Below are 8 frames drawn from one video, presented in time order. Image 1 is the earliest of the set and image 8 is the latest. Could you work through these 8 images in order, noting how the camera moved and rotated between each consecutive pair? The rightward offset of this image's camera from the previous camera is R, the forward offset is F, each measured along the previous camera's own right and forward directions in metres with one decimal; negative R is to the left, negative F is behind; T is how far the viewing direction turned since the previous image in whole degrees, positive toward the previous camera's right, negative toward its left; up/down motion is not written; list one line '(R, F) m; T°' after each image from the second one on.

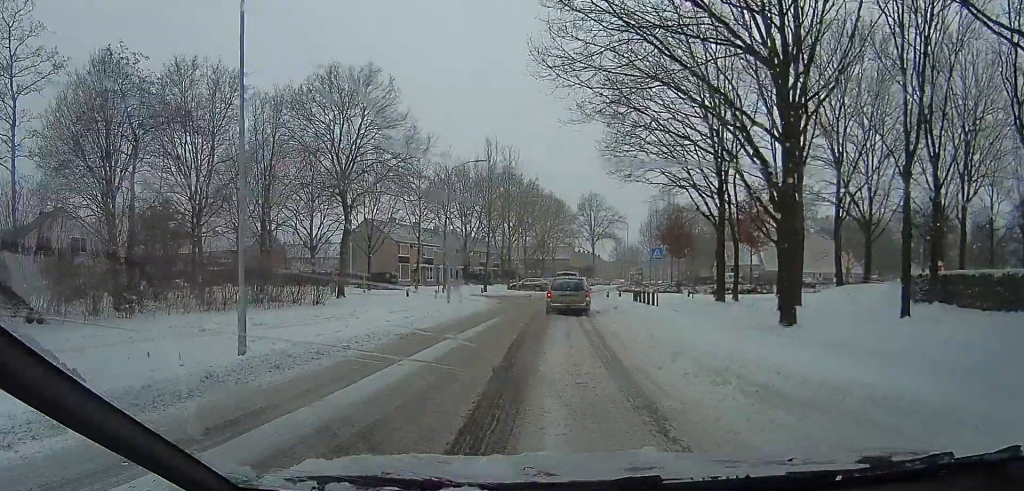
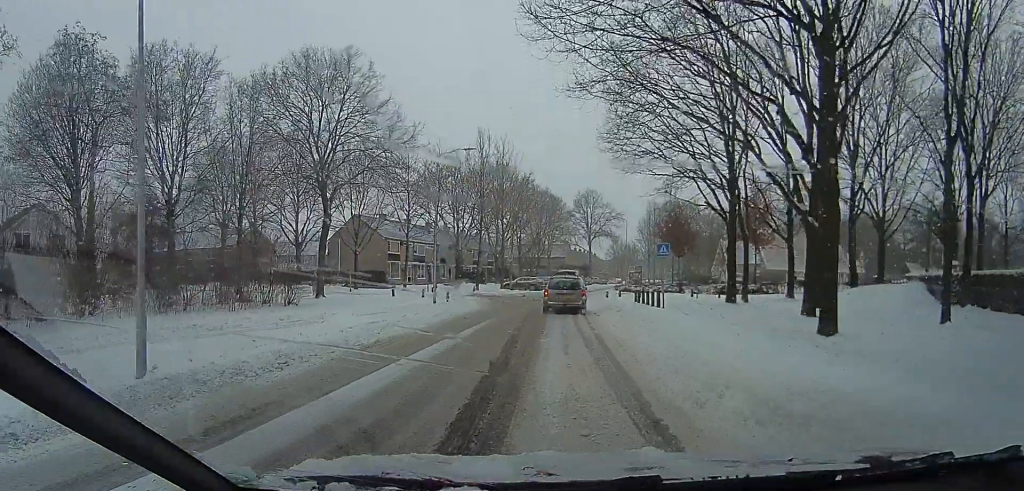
(0.0, +2.5) m; 0°
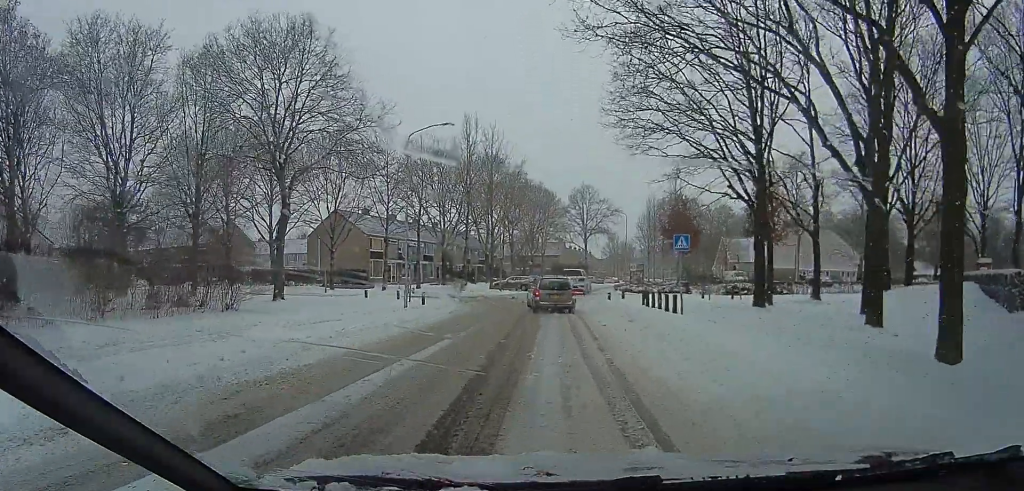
(0.0, +4.4) m; 0°
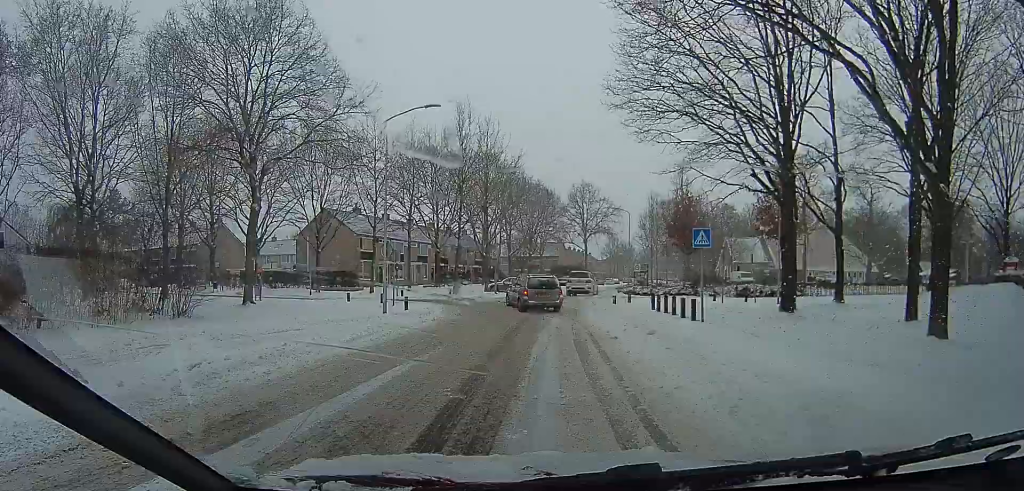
(0.0, +2.8) m; 0°
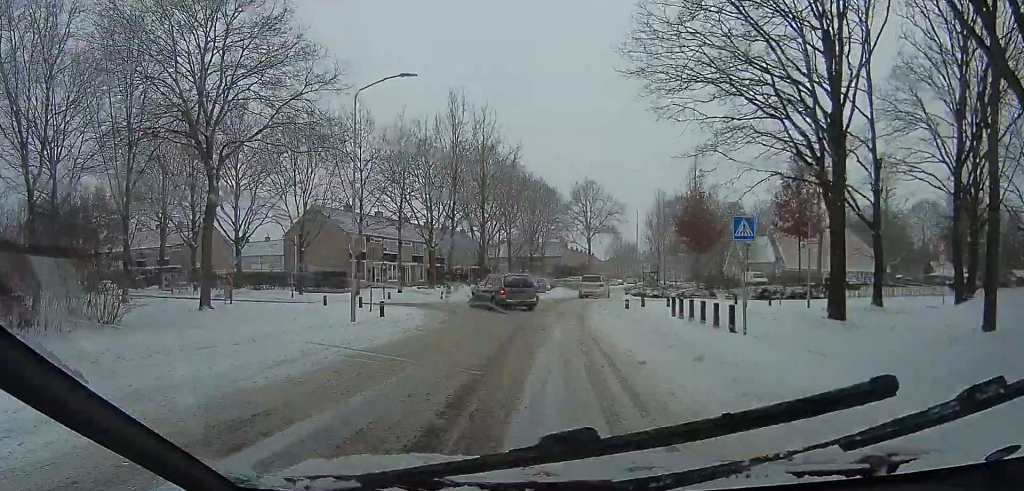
(0.0, +3.5) m; 0°
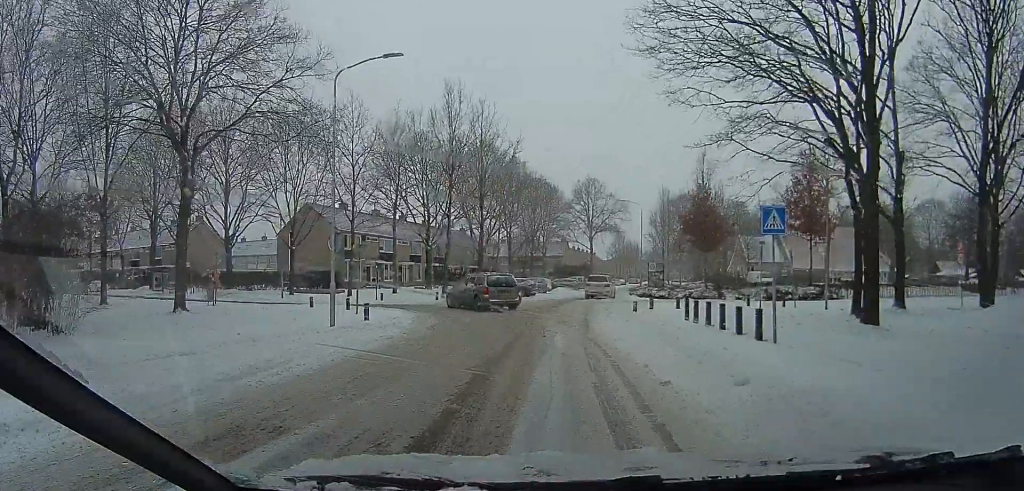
(0.0, +1.8) m; 0°
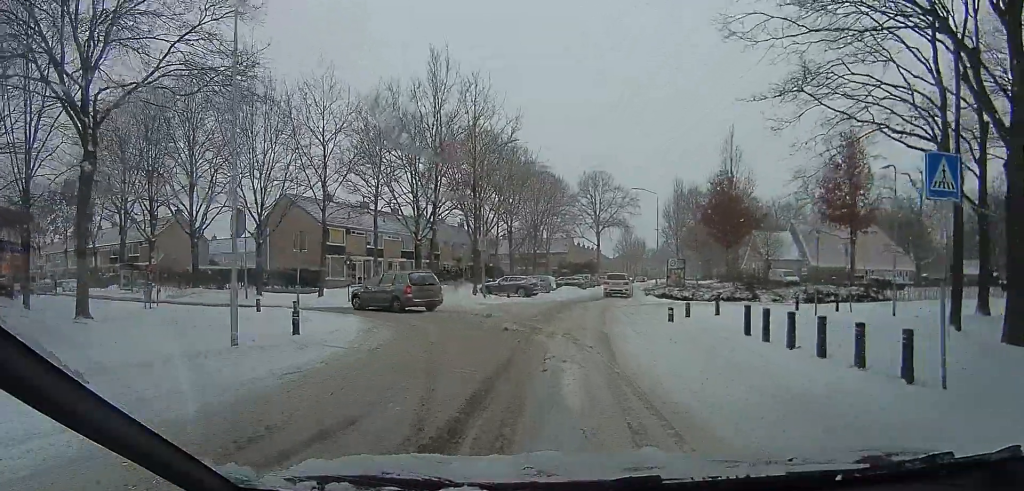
(0.0, +5.2) m; 0°
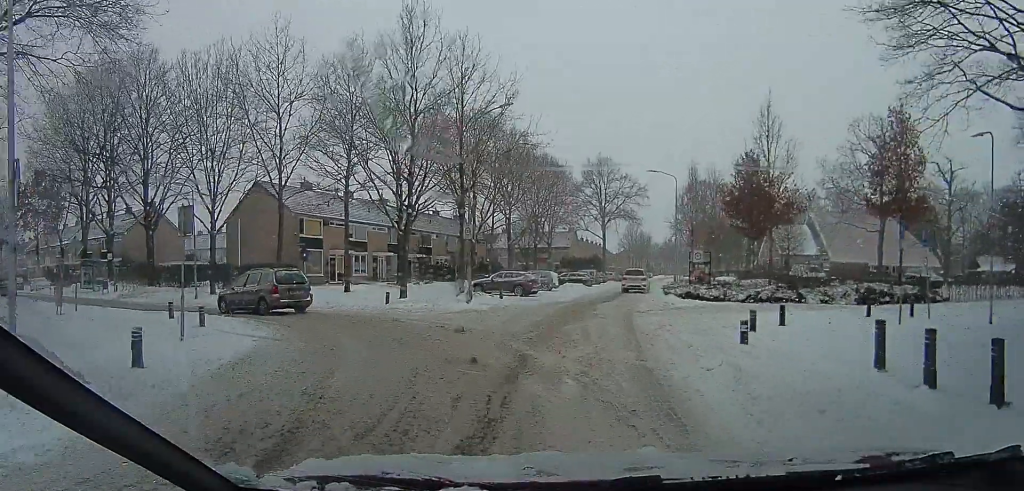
(0.0, +5.4) m; 0°
